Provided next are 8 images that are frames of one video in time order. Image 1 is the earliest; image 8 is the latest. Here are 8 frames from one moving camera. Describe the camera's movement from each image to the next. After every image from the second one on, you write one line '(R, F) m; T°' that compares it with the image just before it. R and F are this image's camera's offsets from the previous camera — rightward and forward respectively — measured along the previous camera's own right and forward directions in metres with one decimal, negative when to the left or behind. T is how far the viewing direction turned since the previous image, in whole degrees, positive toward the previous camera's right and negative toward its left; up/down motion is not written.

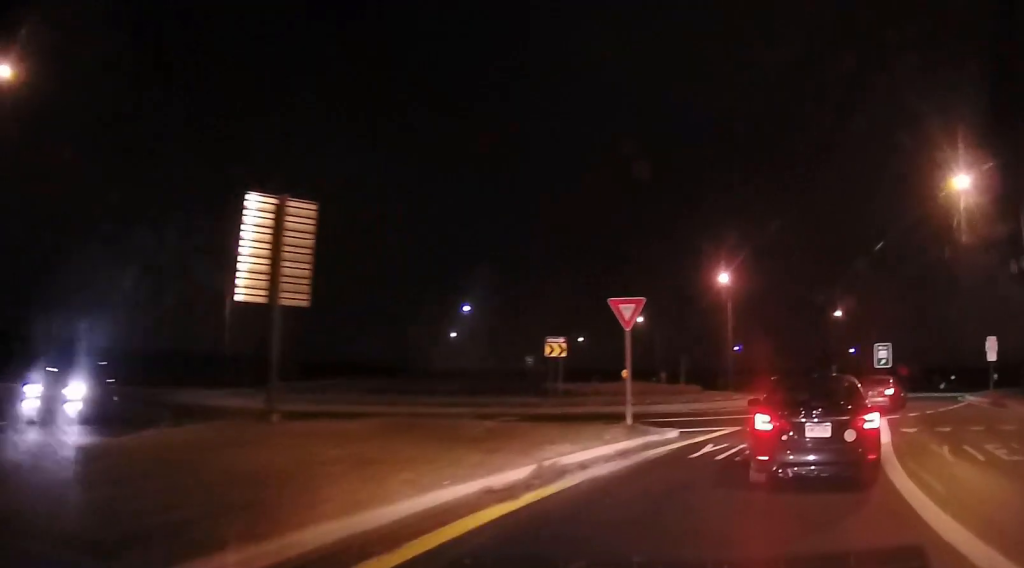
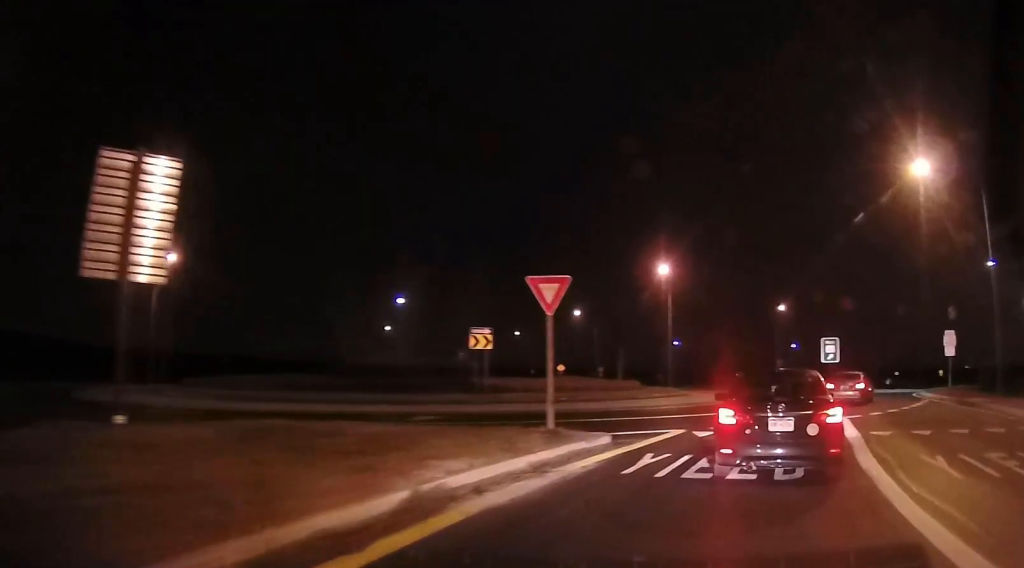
(-0.2, +3.7) m; +3°
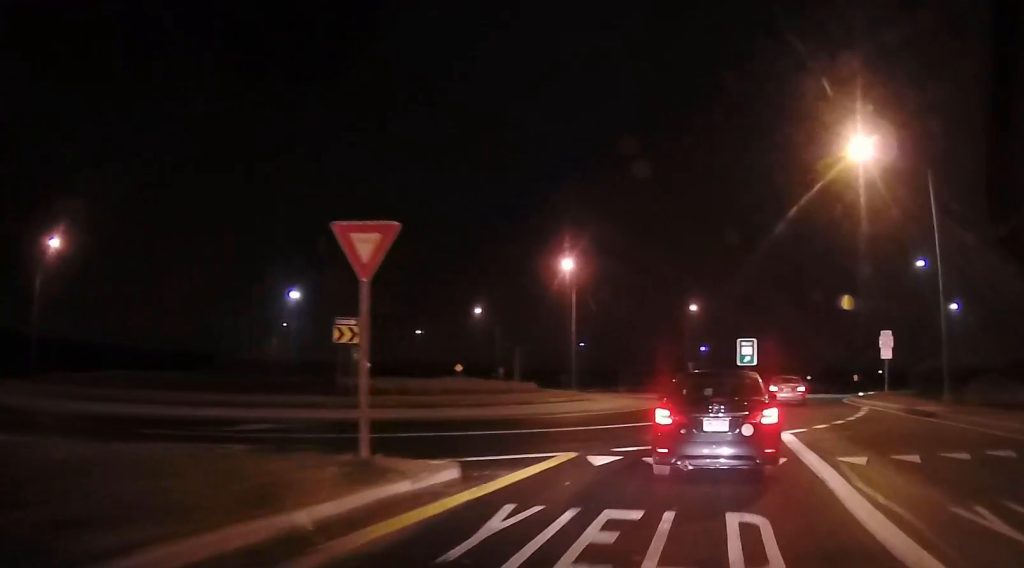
(+0.6, +5.0) m; +12°
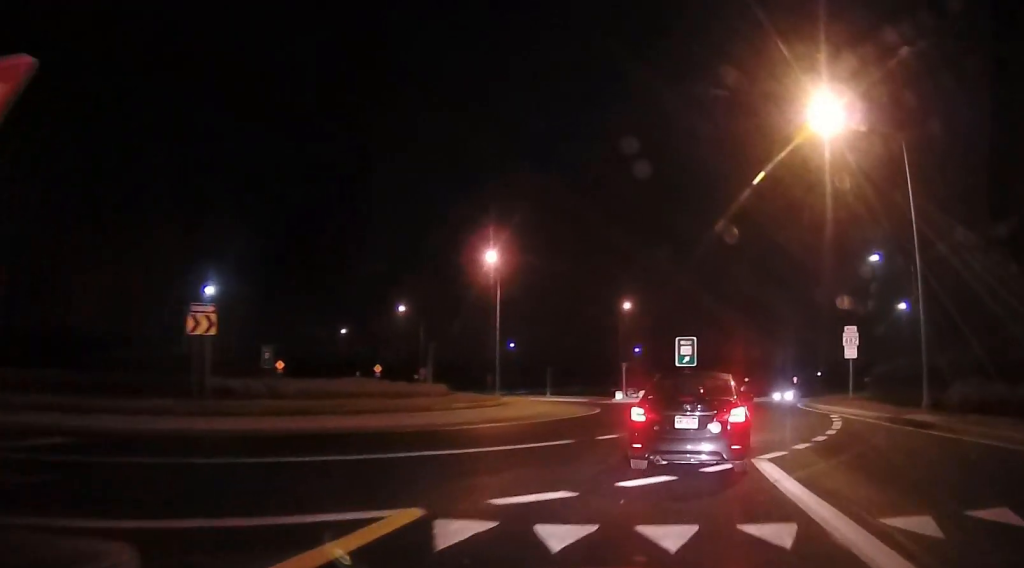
(+0.6, +5.2) m; +10°
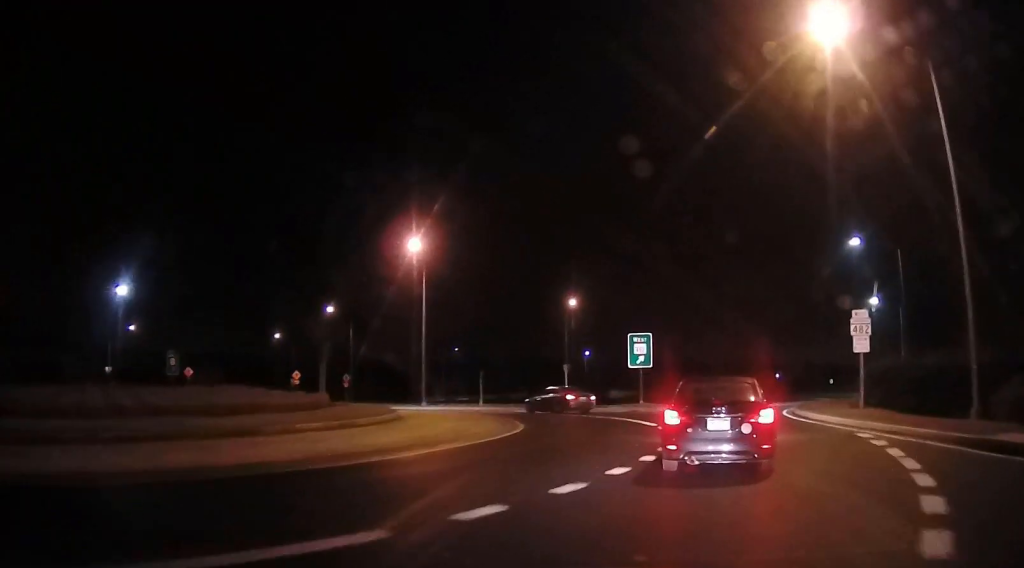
(+0.6, +6.7) m; +7°
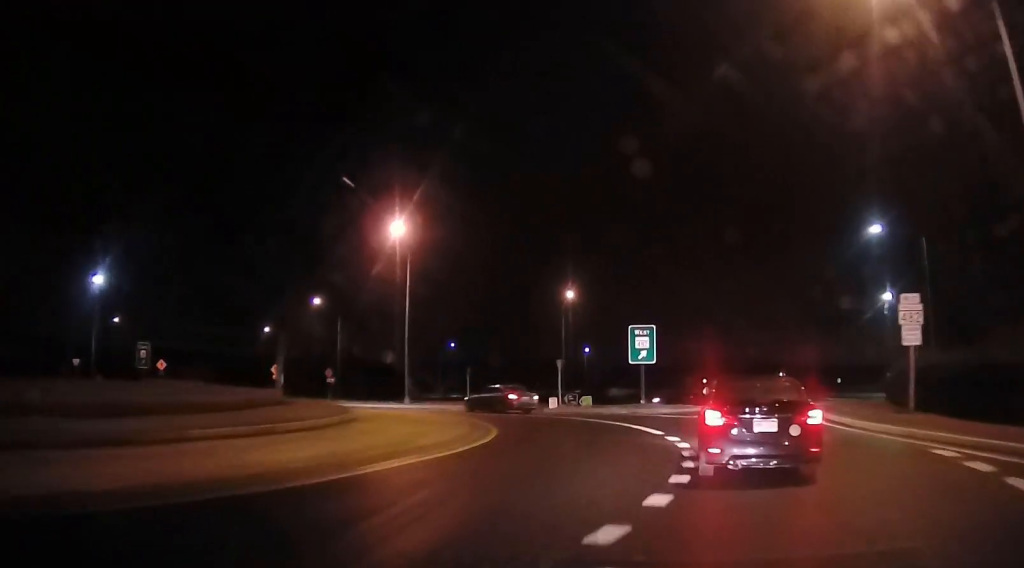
(+0.2, +3.1) m; -2°
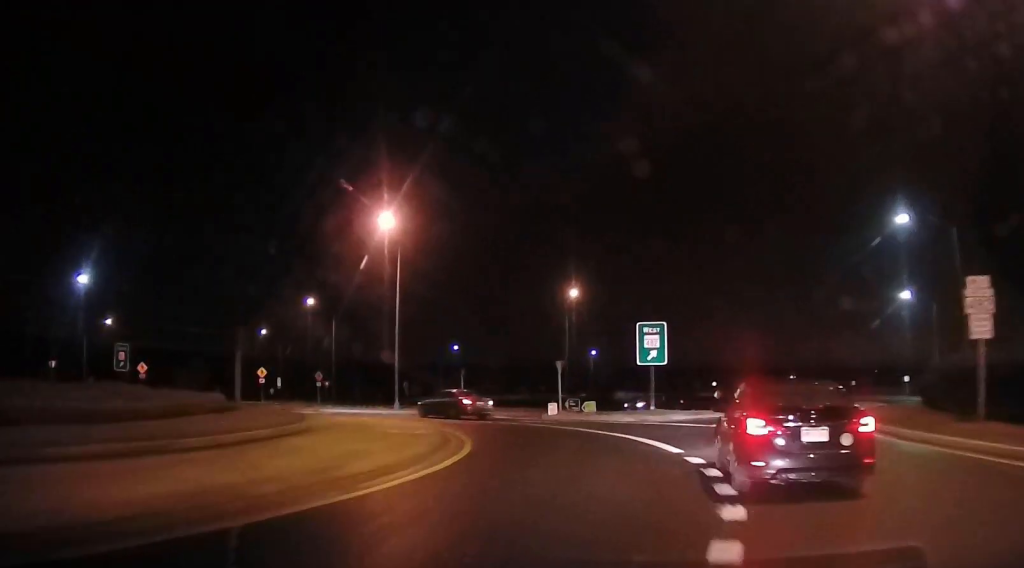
(-0.1, +2.7) m; -2°
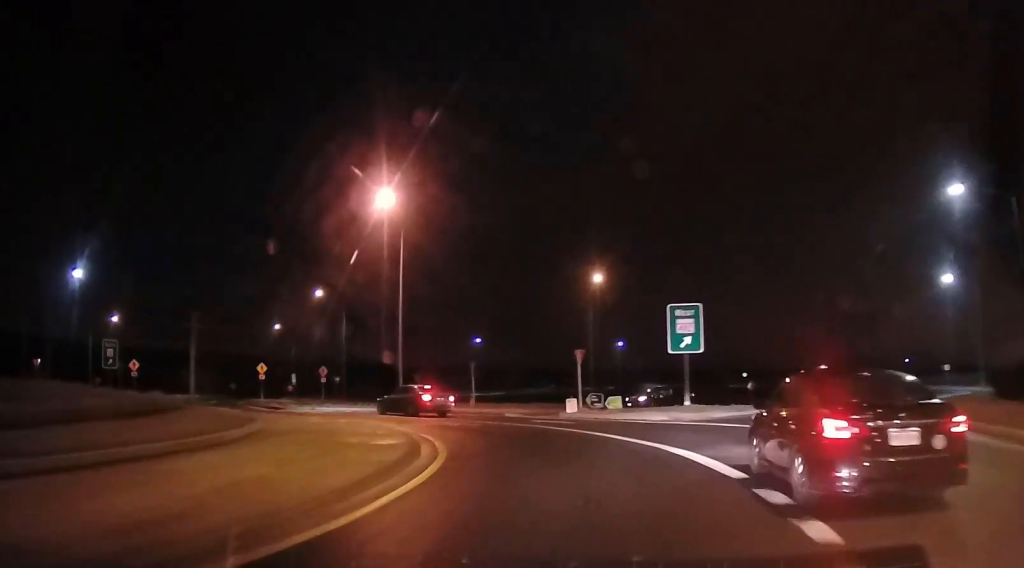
(-0.3, +3.3) m; -2°
